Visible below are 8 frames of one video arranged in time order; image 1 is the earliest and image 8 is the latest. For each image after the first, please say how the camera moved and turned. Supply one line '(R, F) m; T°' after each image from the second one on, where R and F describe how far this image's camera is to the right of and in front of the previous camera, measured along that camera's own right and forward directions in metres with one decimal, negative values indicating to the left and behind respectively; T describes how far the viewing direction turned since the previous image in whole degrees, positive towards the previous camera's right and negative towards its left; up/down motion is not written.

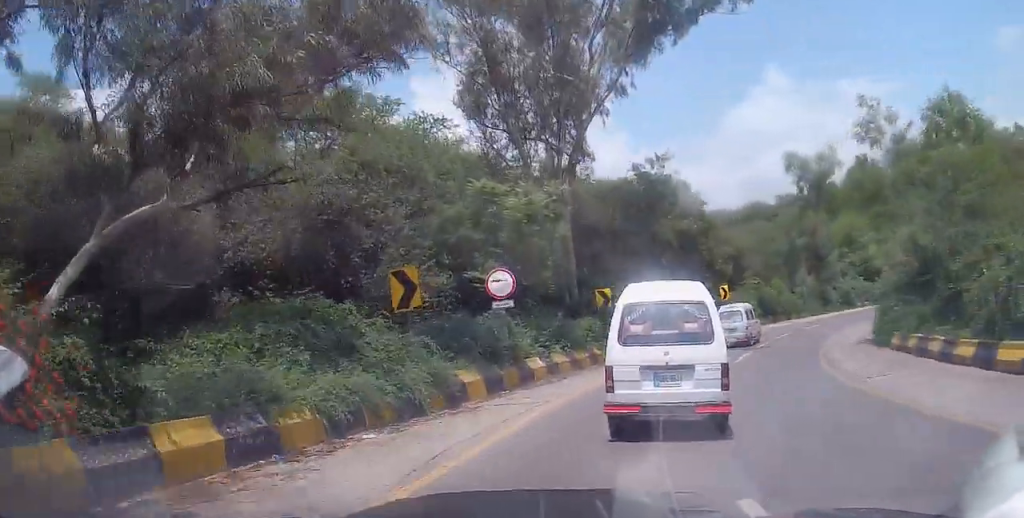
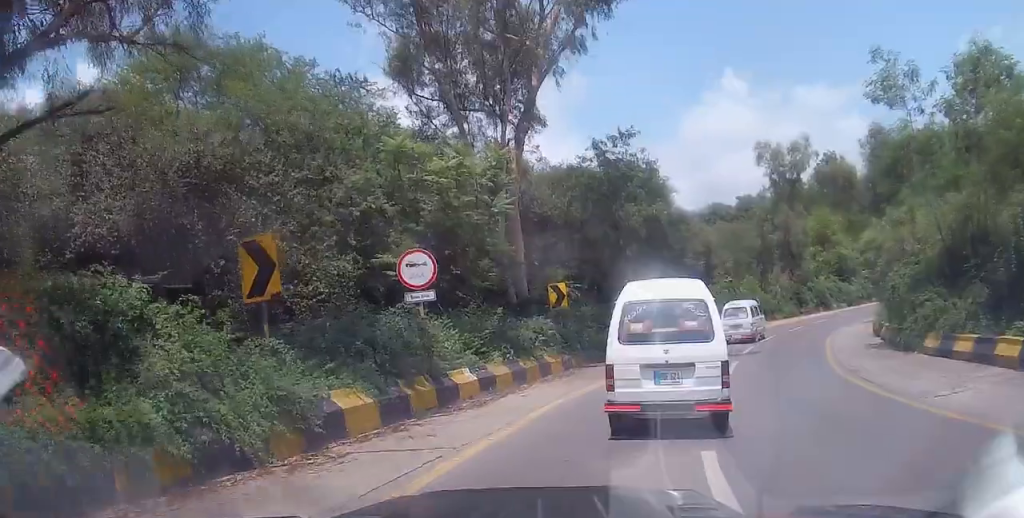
(+0.3, +4.6) m; +4°
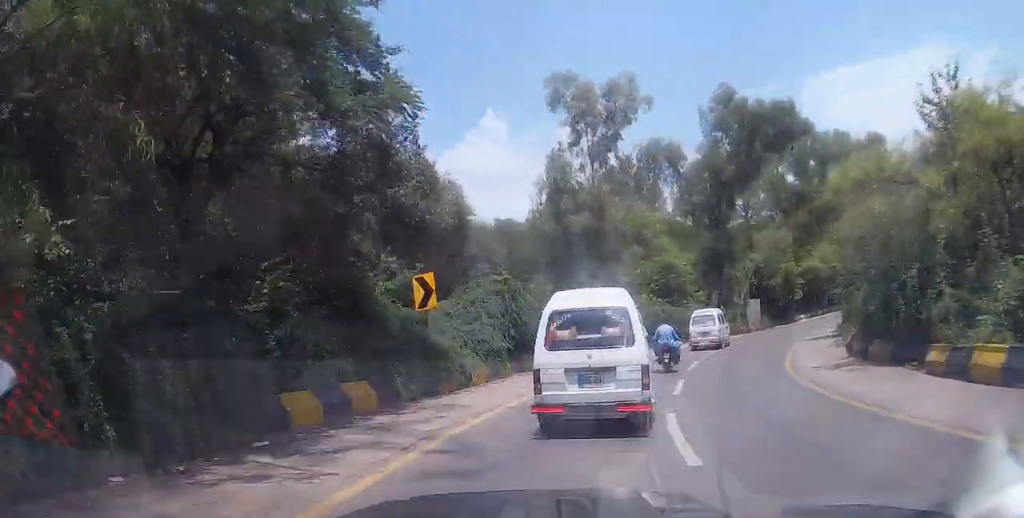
(+3.6, +21.2) m; +23°
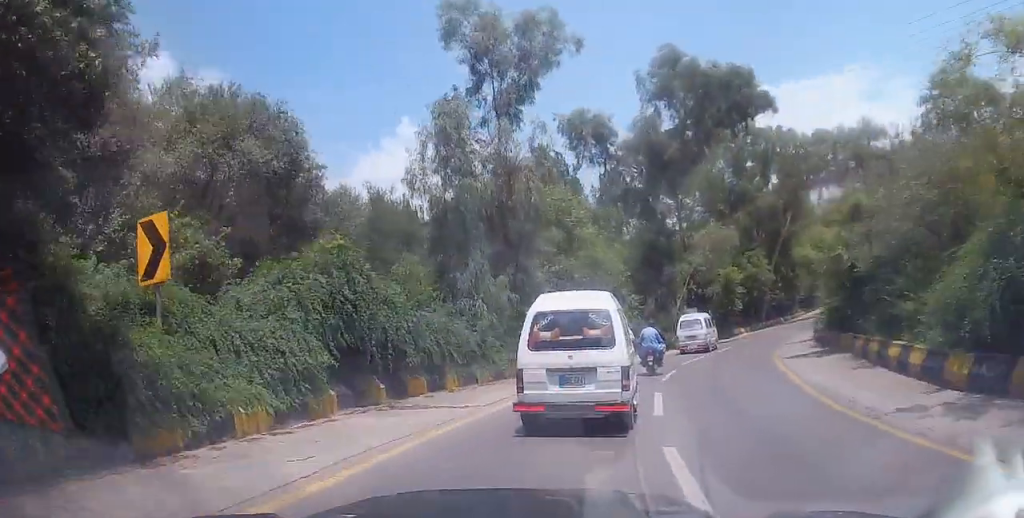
(+0.8, +8.4) m; +6°
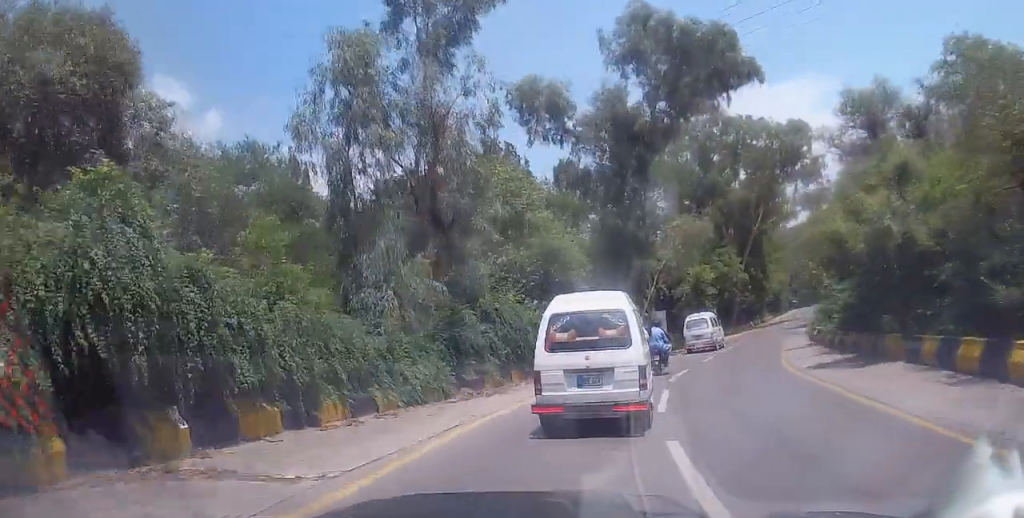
(+0.2, +5.7) m; +4°
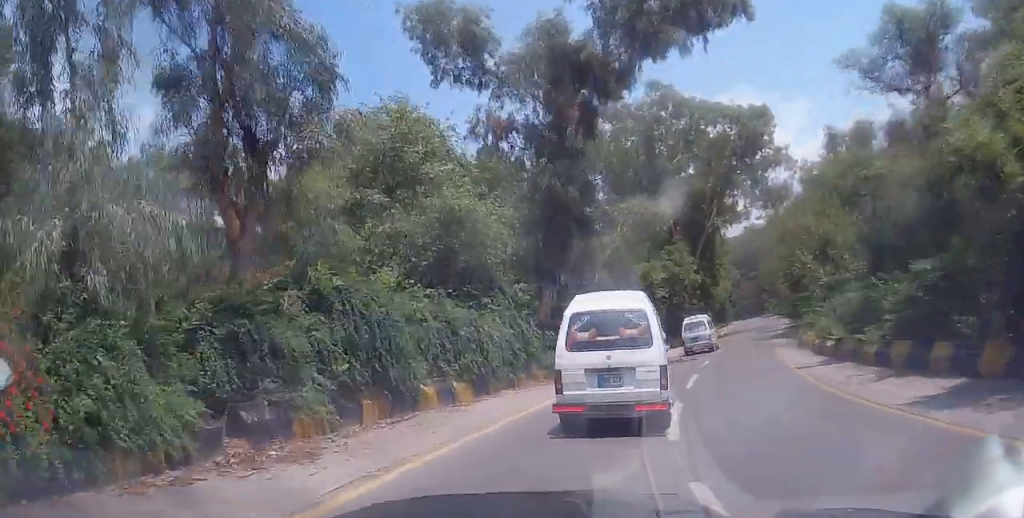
(-0.1, +8.3) m; +6°
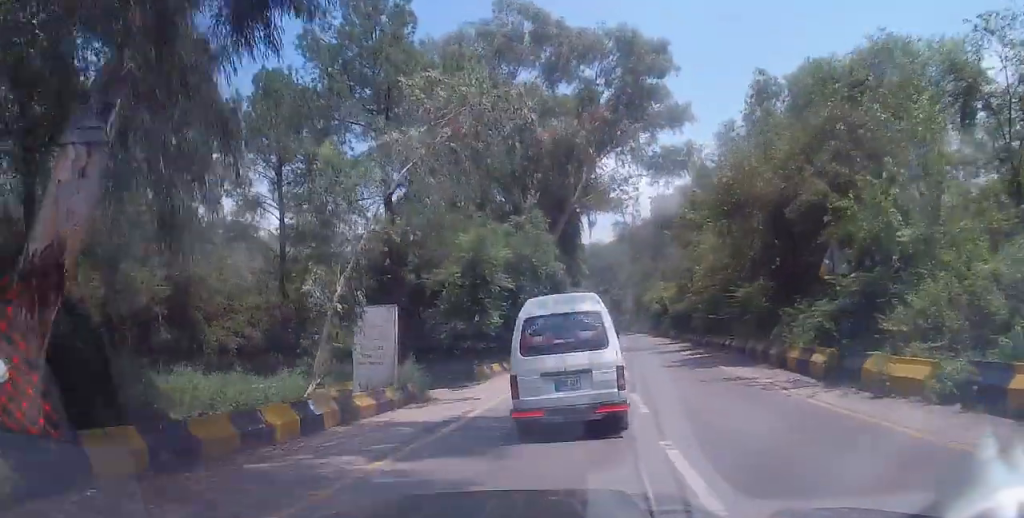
(+2.6, +16.4) m; +13°
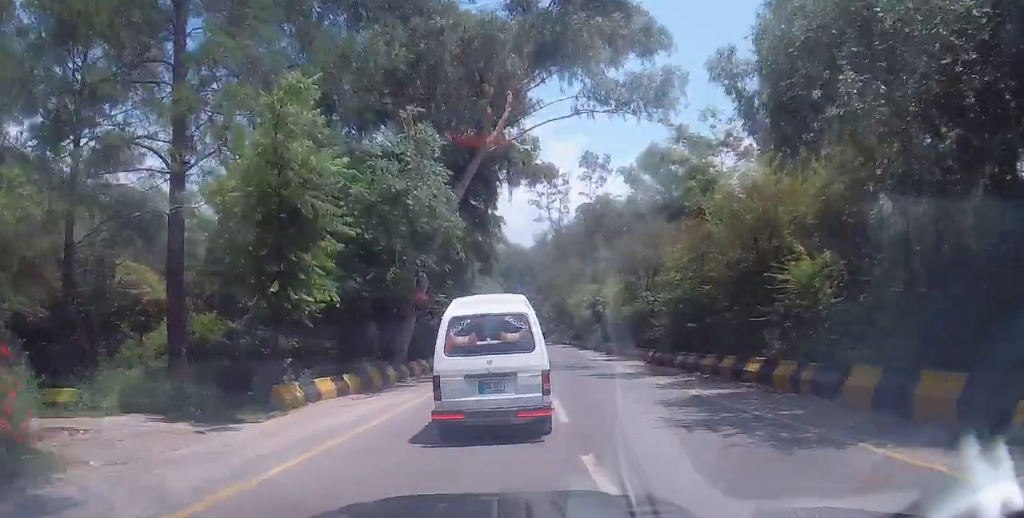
(+0.6, +12.4) m; +5°
